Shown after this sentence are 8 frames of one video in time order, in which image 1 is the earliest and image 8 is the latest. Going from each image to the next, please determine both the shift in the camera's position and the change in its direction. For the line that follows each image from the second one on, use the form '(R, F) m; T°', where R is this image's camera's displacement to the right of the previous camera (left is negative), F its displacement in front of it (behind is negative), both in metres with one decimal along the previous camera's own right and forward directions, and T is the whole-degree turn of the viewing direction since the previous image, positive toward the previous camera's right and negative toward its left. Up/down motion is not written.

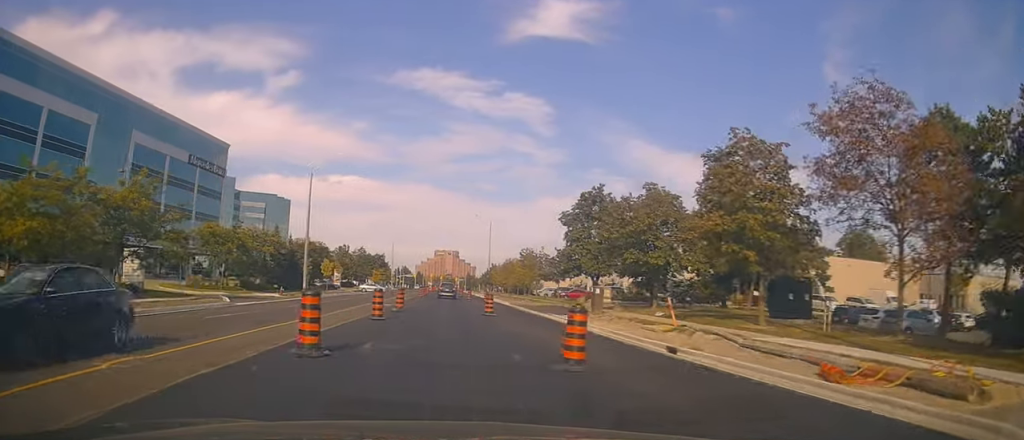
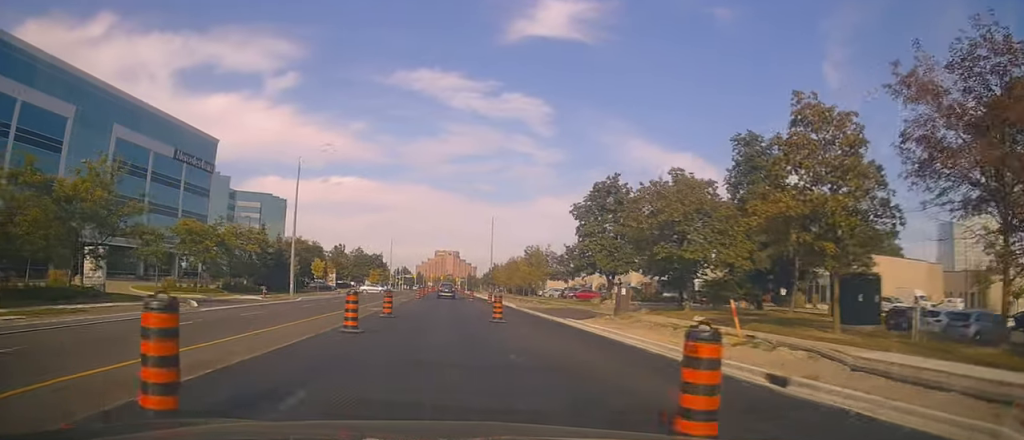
(-0.4, +4.5) m; -1°
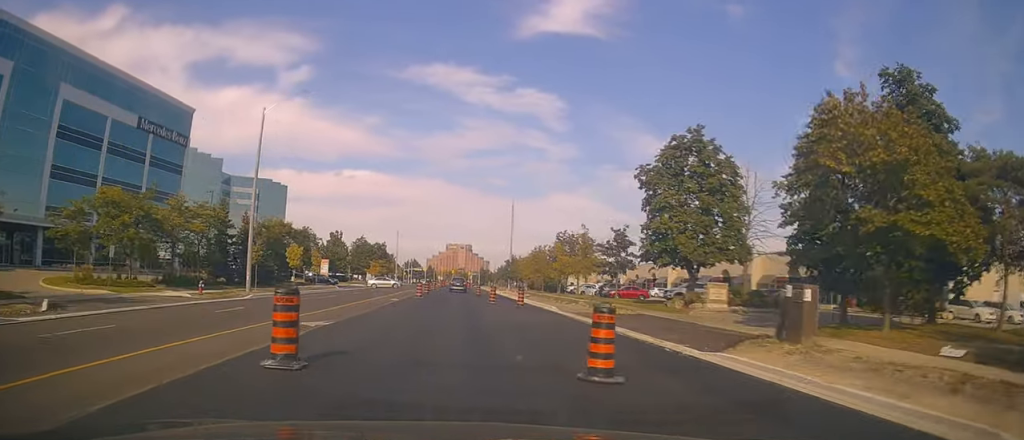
(-0.2, +13.0) m; 0°
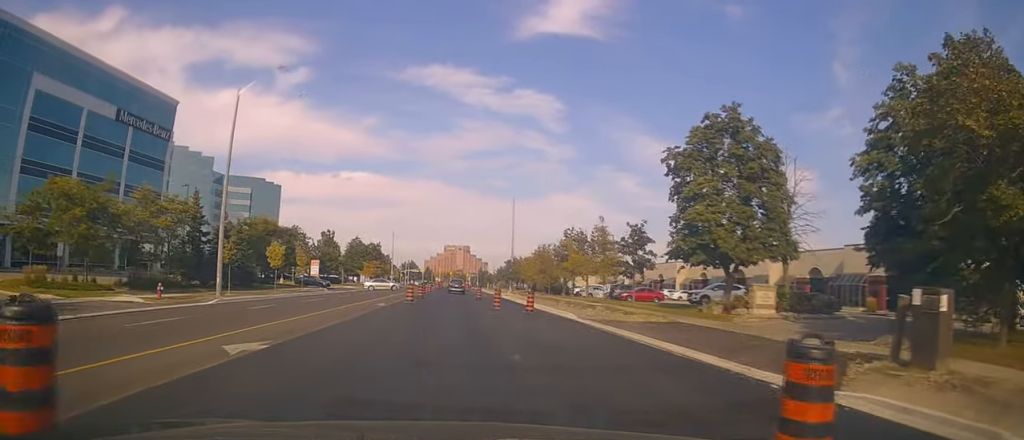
(+0.1, +4.7) m; -1°
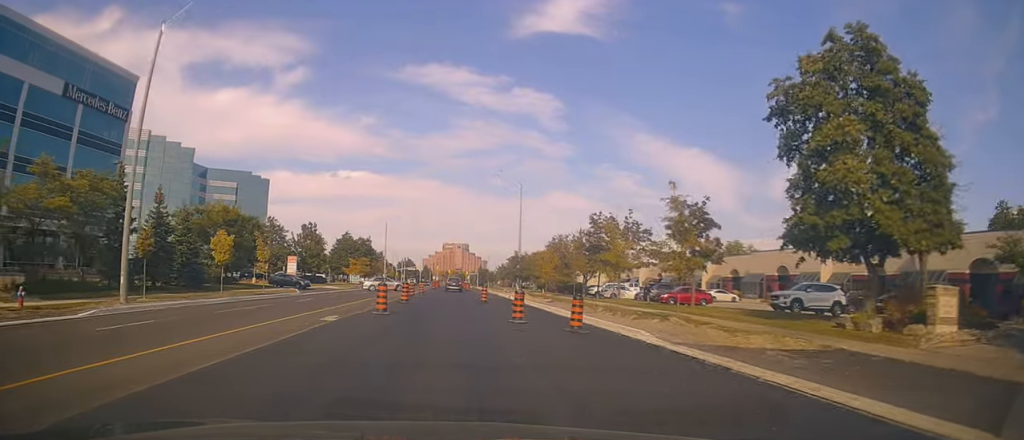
(-0.4, +11.3) m; -5°
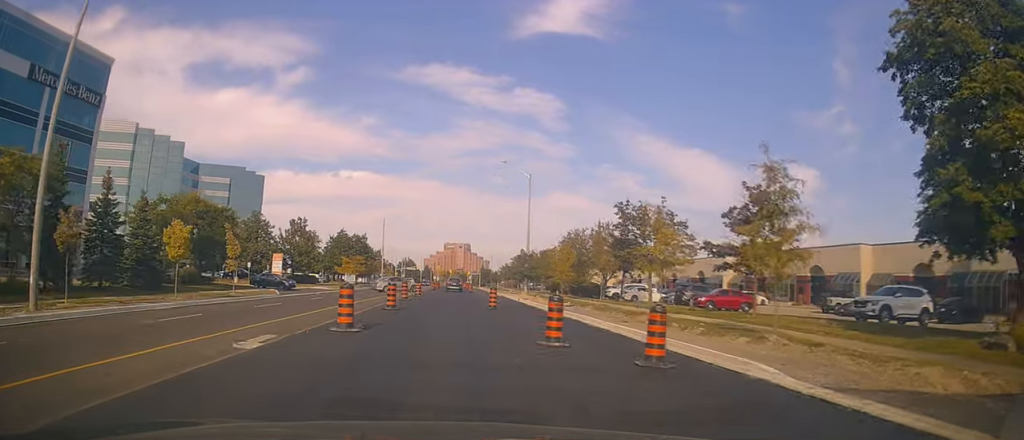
(-0.6, +7.1) m; +1°
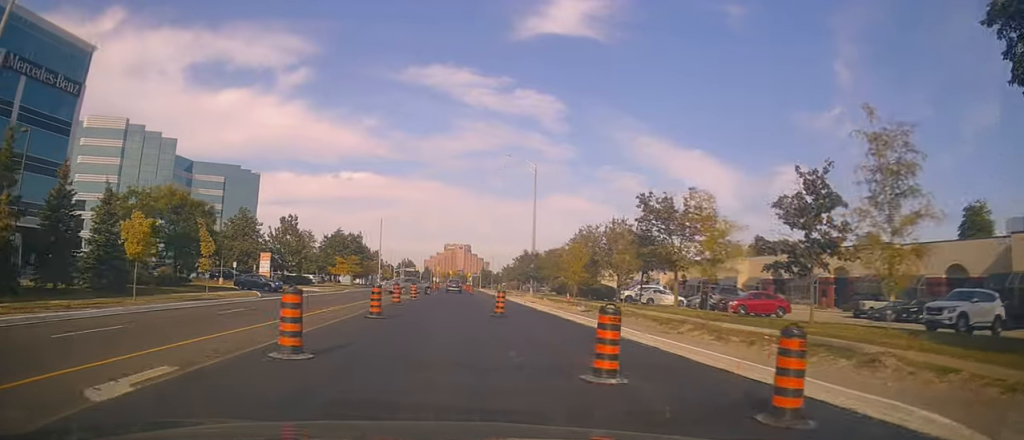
(0.0, +4.7) m; +2°
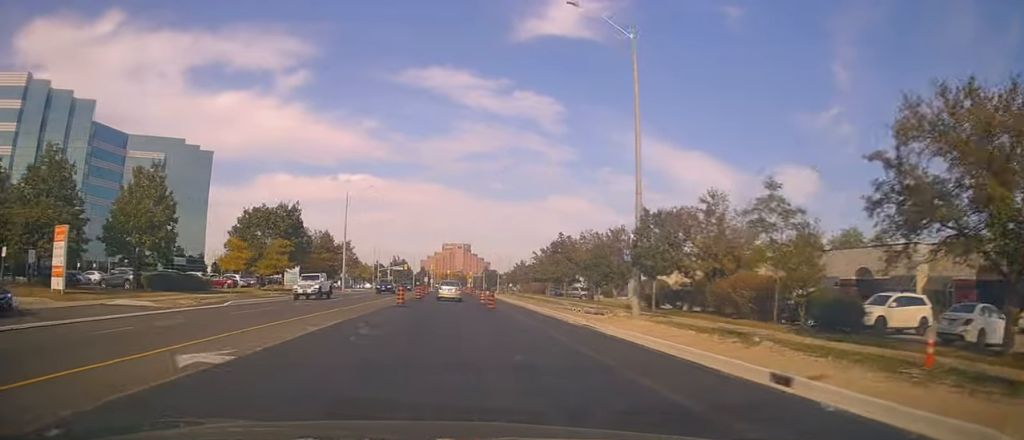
(+1.7, +32.1) m; +1°
